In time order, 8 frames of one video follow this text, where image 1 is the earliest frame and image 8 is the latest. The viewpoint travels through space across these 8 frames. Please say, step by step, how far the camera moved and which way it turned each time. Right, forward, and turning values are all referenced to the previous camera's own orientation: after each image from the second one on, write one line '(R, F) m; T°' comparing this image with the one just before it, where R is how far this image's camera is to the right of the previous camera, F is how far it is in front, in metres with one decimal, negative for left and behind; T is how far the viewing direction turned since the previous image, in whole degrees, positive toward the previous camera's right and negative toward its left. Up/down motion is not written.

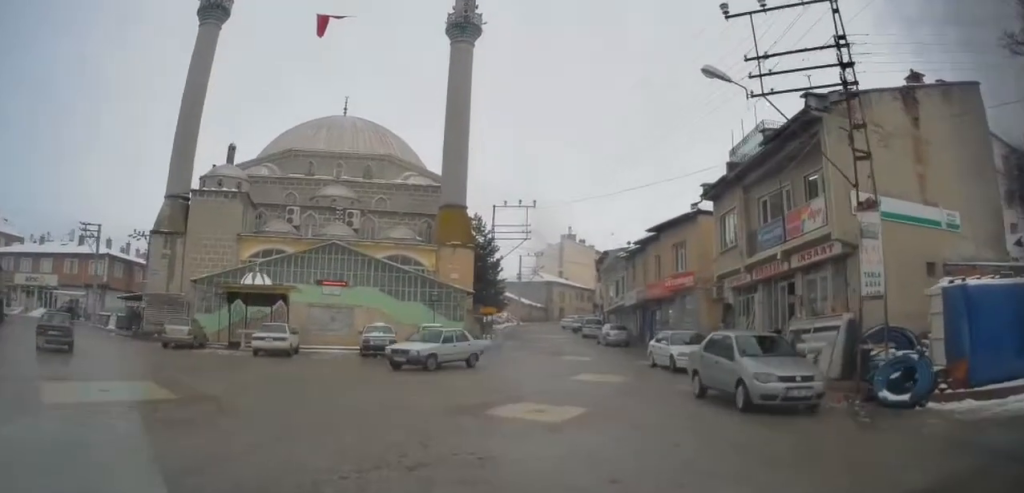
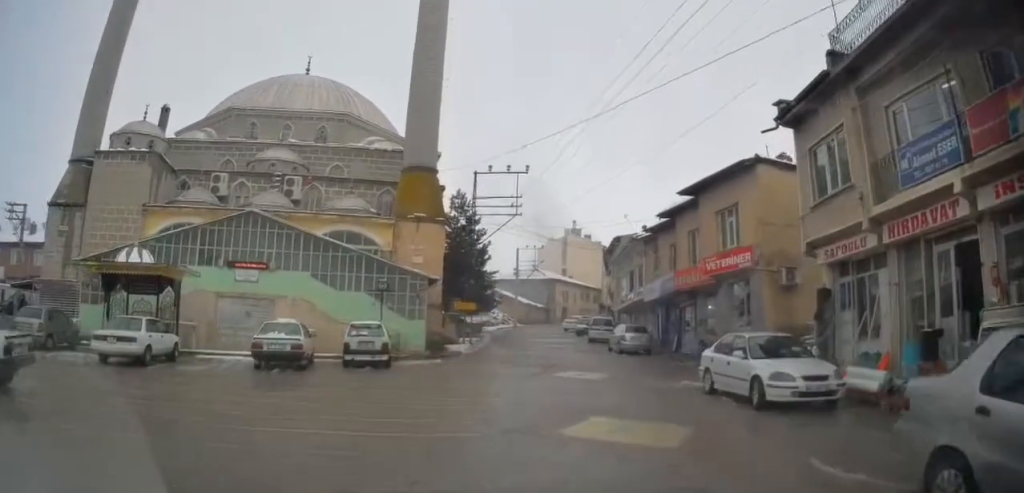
(0.0, +9.7) m; 0°
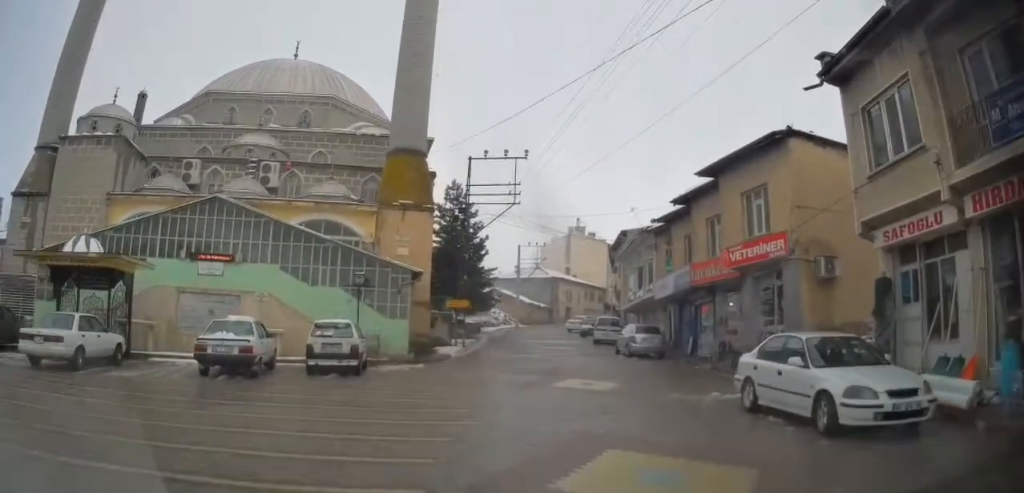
(0.0, +4.5) m; -1°
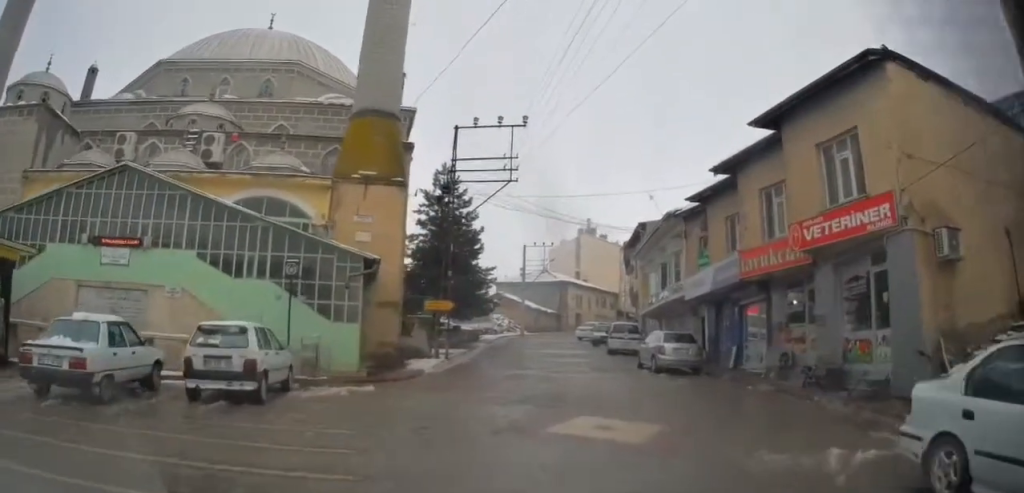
(0.0, +4.7) m; -4°
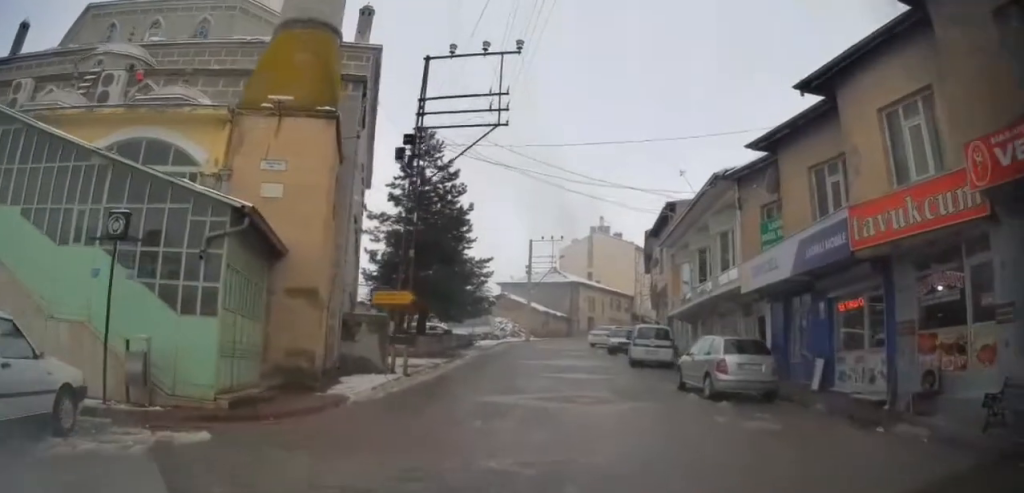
(-0.5, +6.9) m; -4°
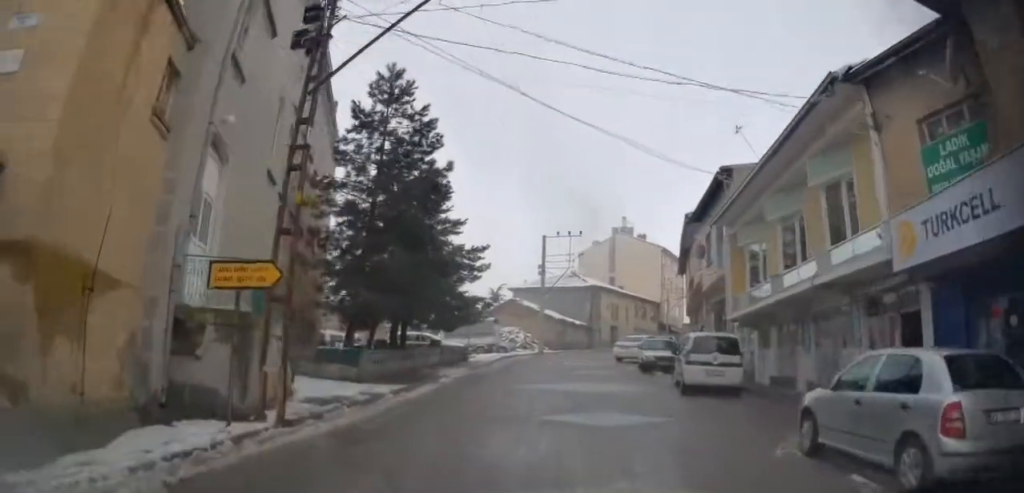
(+0.1, +7.8) m; 0°
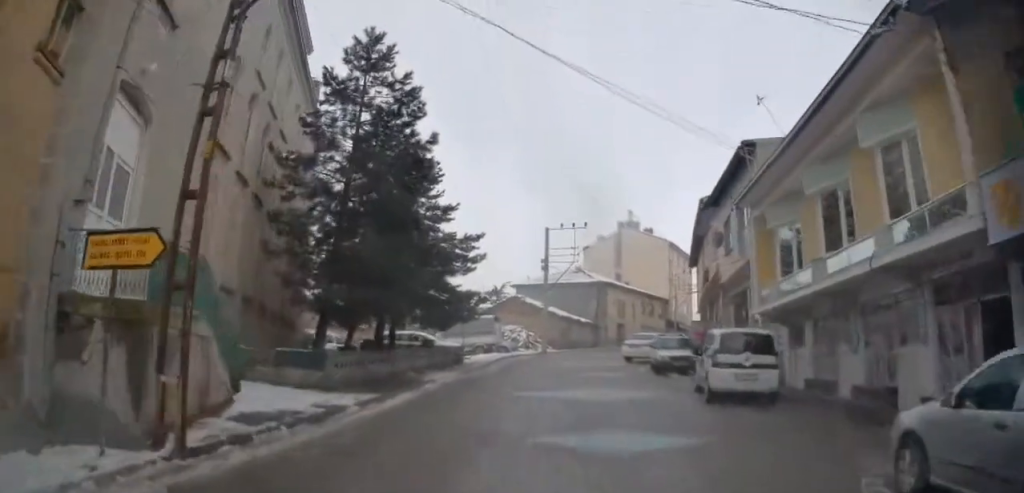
(0.0, +2.3) m; 0°
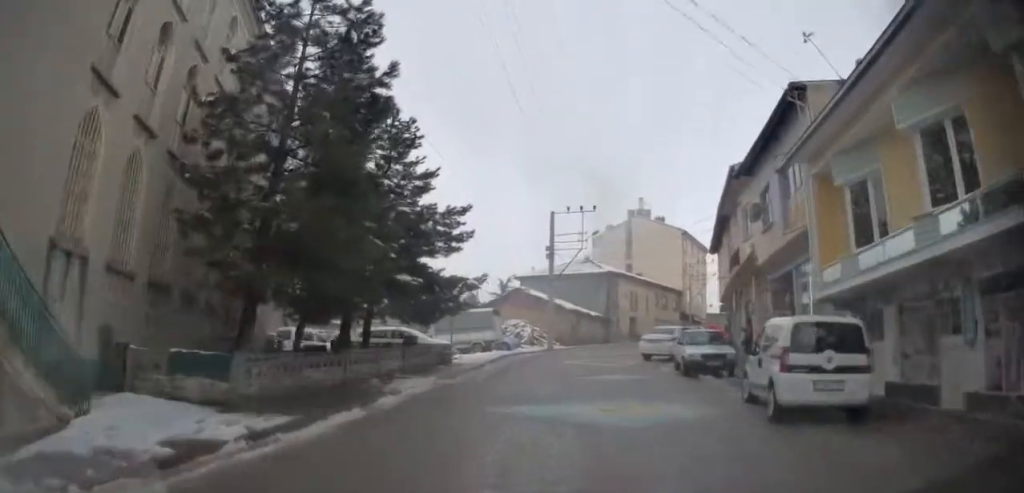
(0.0, +3.6) m; 0°
